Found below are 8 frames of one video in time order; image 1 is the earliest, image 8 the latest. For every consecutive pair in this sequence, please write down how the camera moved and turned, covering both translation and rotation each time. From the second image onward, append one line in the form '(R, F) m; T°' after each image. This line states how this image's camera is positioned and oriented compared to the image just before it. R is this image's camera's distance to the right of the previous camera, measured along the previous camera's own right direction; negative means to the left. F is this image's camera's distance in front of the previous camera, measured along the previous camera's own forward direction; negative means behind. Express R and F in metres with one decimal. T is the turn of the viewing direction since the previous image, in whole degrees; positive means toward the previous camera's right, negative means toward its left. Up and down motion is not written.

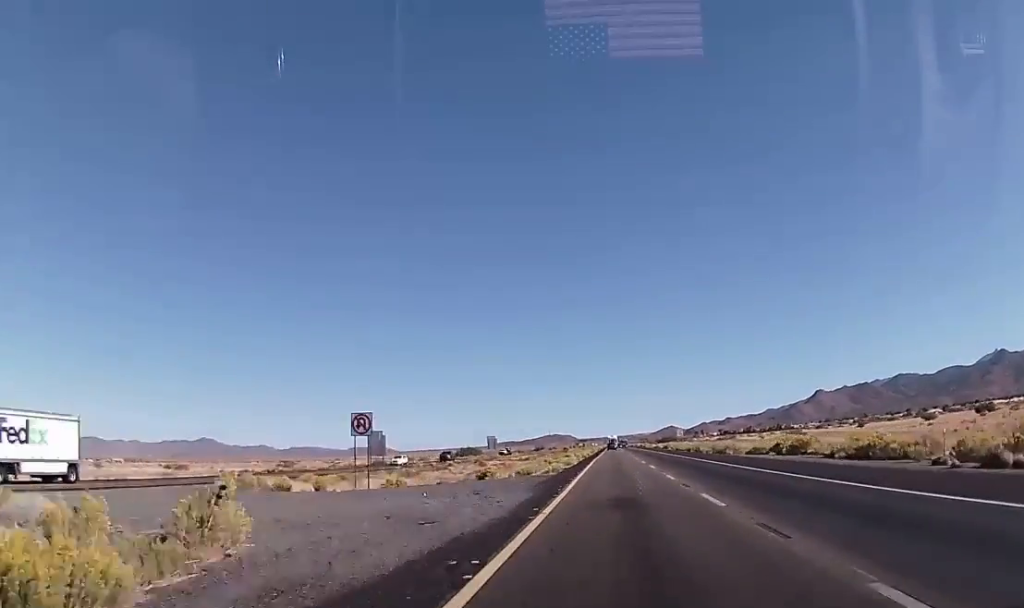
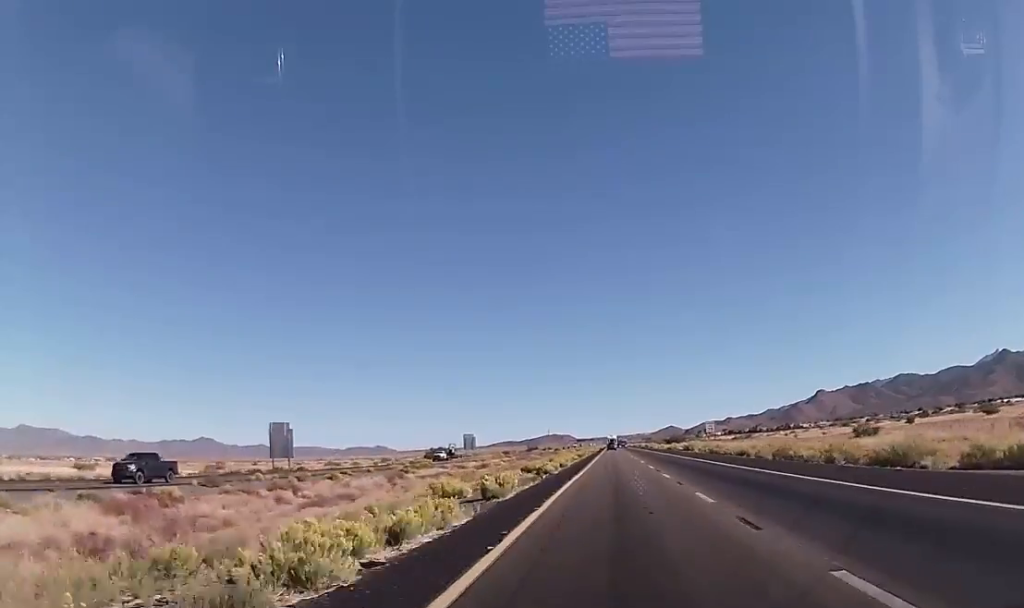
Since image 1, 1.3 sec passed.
(-0.4, +47.4) m; 0°
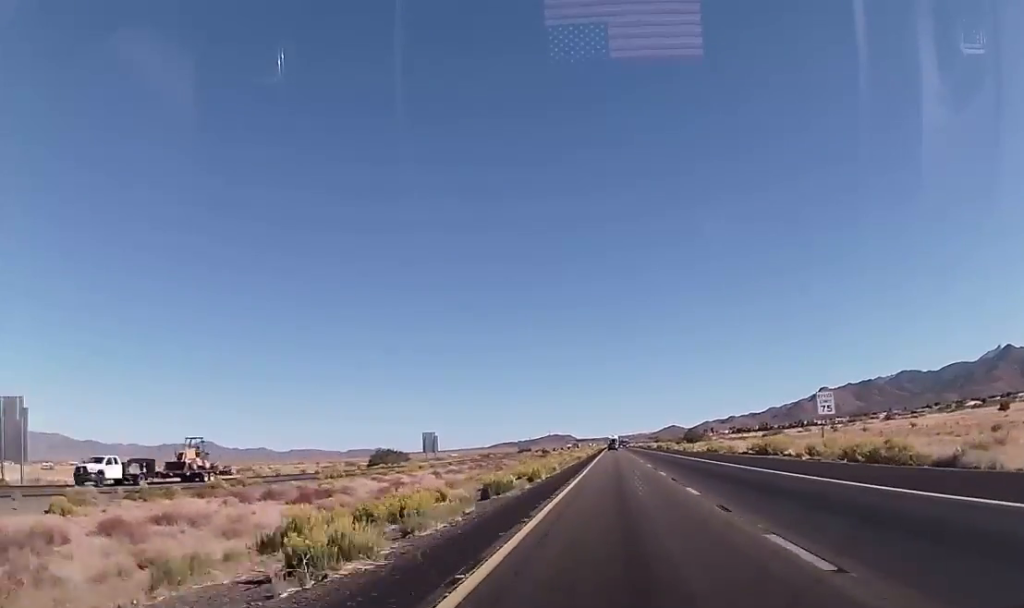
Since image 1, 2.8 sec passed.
(+0.6, +58.9) m; +1°
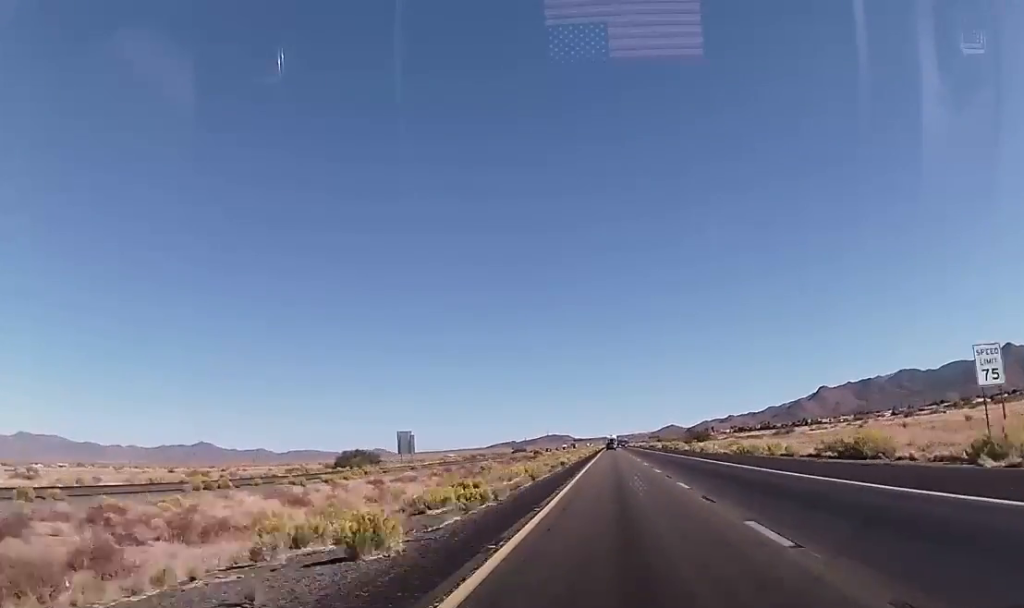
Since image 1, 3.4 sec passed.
(0.0, +22.6) m; 0°
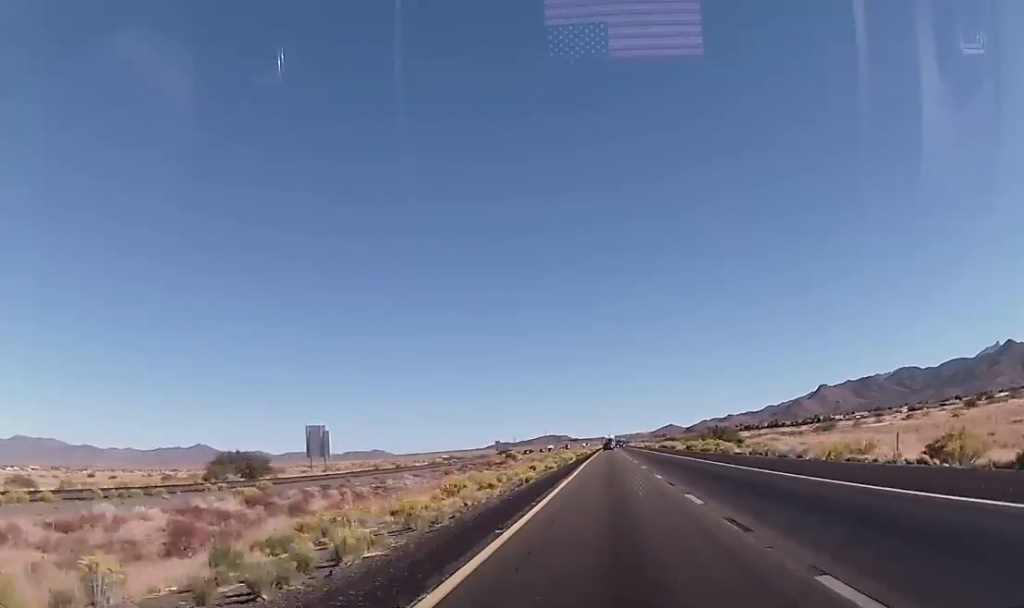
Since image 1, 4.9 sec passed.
(0.0, +54.1) m; -1°
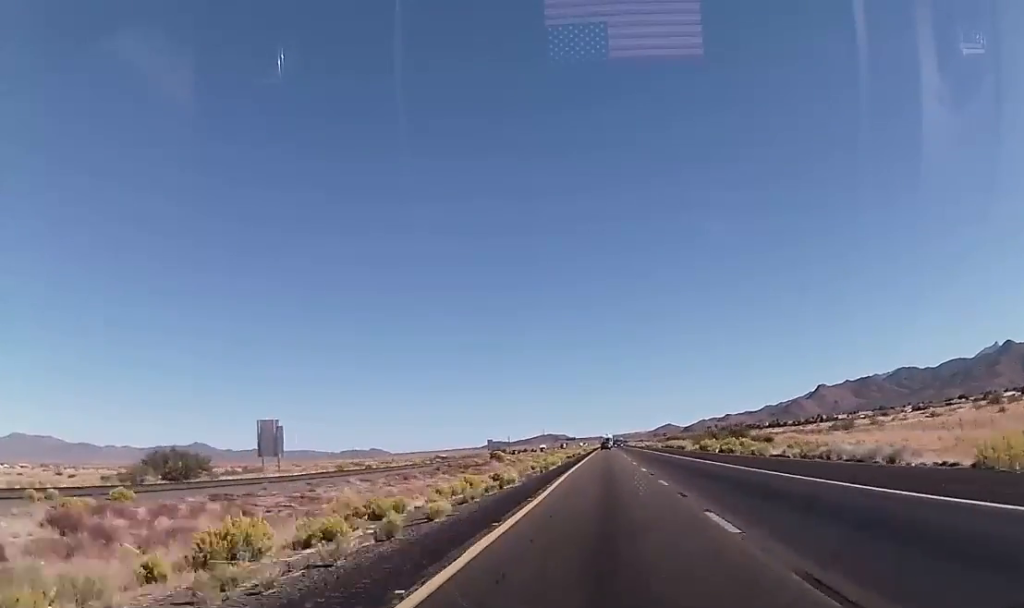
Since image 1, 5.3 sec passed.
(0.0, +17.6) m; 0°
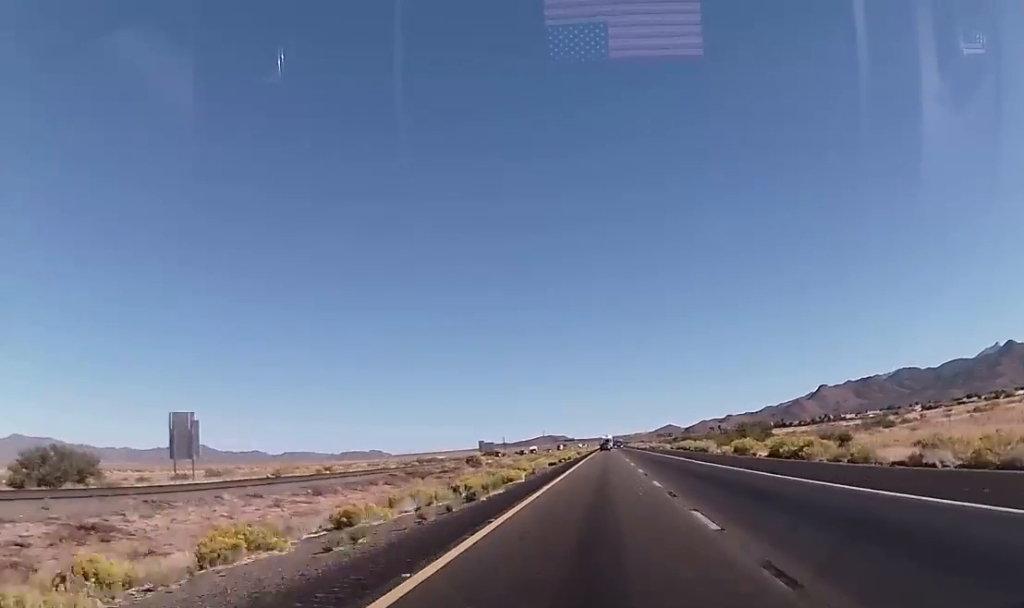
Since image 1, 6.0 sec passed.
(-0.3, +23.9) m; 0°
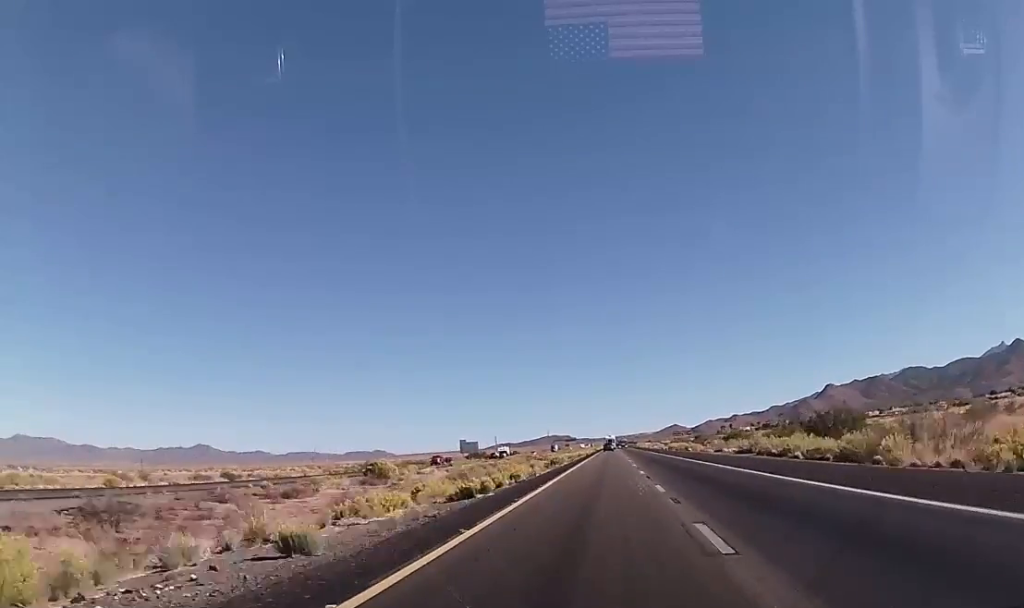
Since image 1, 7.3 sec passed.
(+0.6, +51.5) m; +1°
